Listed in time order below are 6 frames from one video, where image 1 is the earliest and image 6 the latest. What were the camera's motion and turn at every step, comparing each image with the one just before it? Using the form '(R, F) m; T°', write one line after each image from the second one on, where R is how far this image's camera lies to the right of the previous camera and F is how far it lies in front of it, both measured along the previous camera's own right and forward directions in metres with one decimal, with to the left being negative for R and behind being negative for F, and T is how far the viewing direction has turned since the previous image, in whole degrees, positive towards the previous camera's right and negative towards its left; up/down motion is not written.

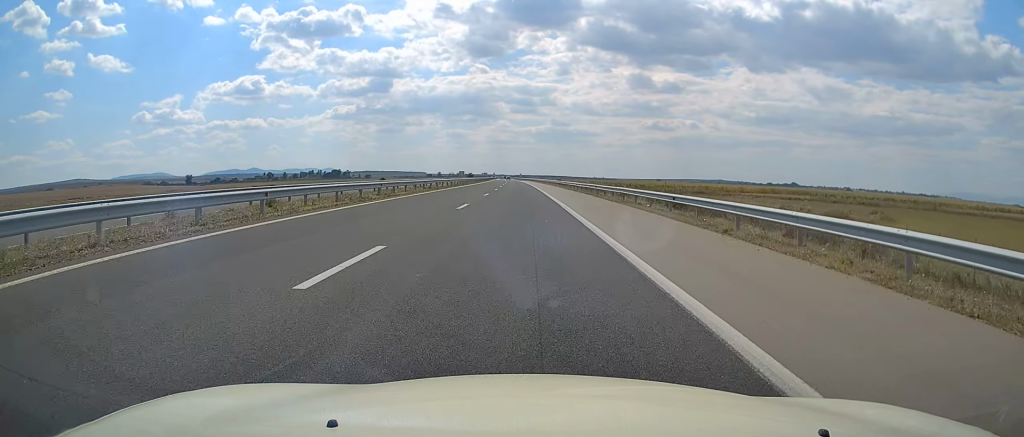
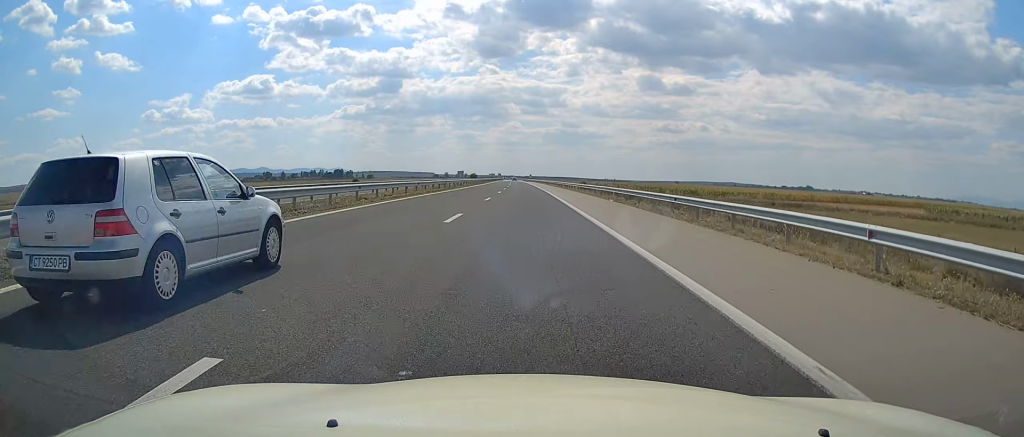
(0.0, +54.3) m; 0°
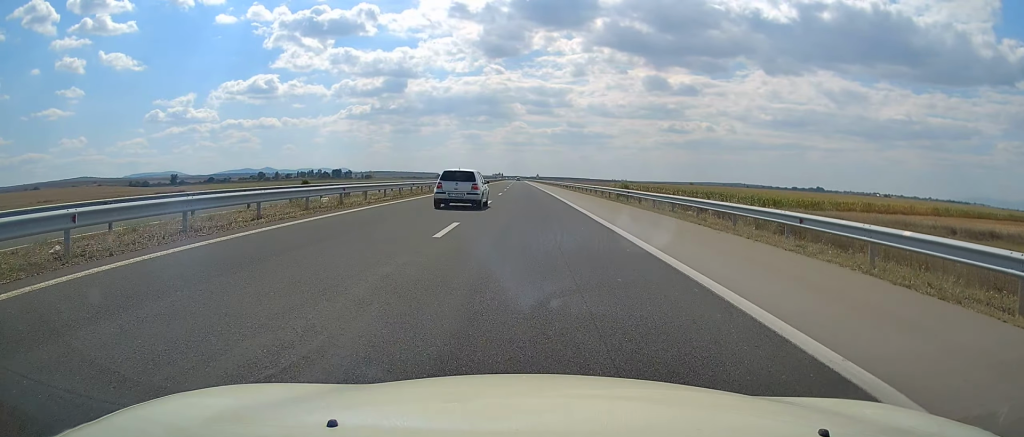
(-1.3, +51.0) m; -2°
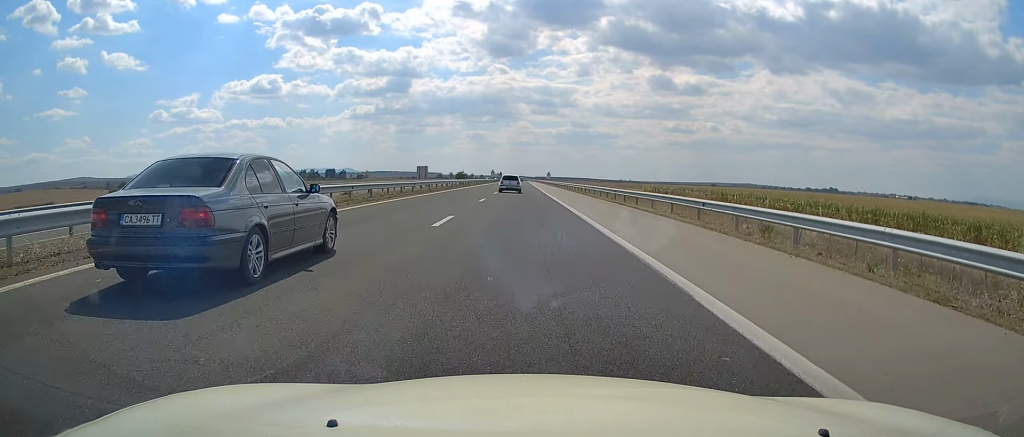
(+0.6, +76.6) m; 0°
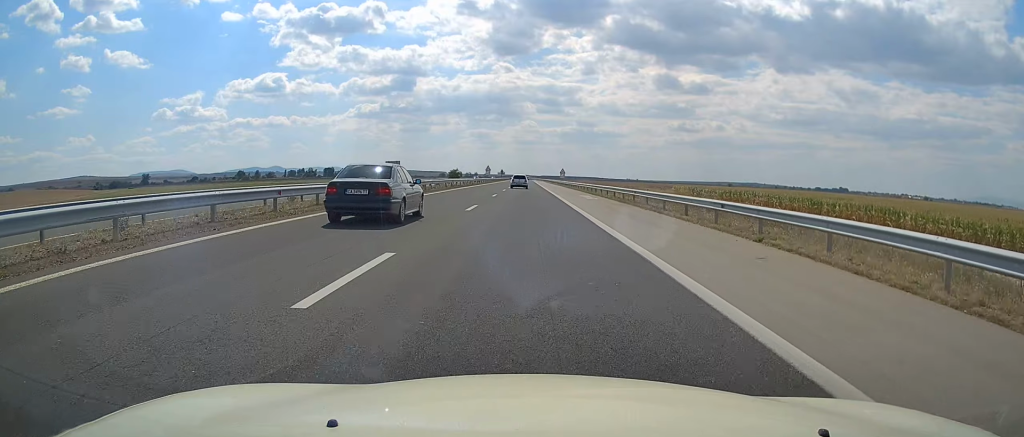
(-0.1, +41.0) m; 0°
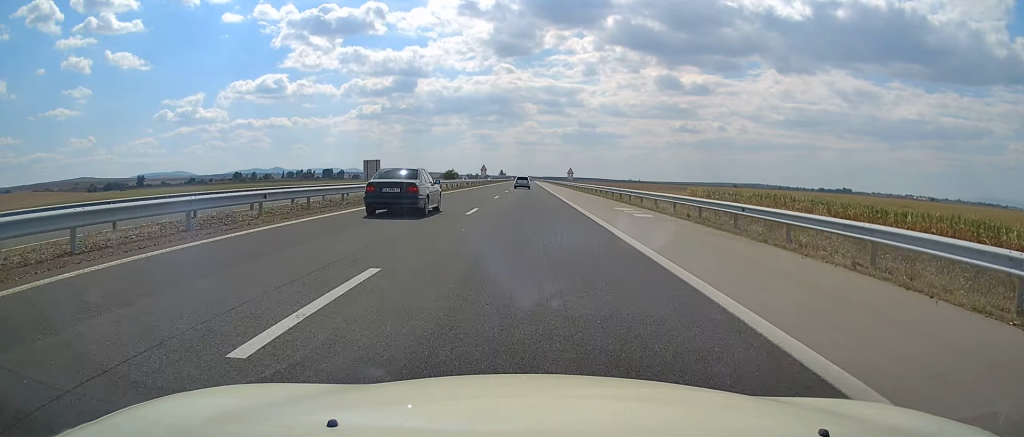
(+0.1, +17.5) m; 0°
